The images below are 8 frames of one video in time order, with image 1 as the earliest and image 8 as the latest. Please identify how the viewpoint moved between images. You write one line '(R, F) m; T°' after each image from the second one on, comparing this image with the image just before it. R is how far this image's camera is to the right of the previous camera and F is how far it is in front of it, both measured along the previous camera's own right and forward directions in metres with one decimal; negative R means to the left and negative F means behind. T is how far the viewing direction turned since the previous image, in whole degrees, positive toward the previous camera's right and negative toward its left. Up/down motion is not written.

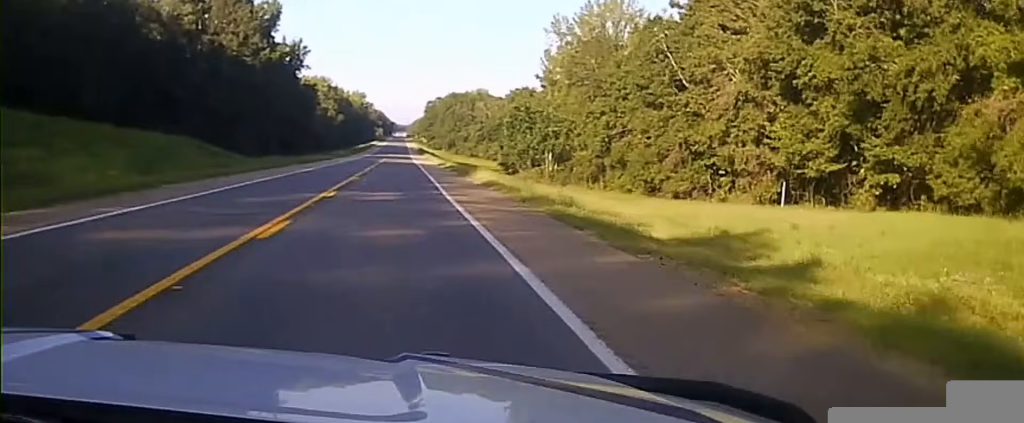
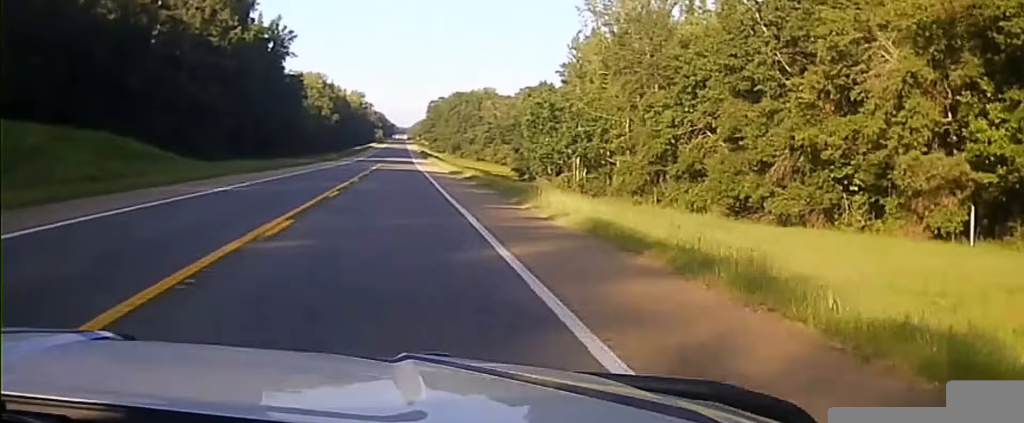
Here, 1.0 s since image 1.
(-0.2, +23.9) m; 0°
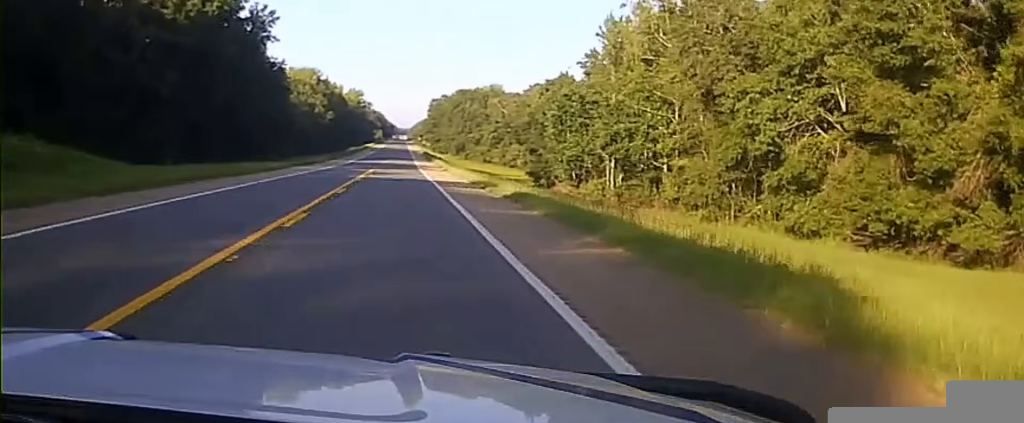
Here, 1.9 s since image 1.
(+0.1, +21.7) m; +1°
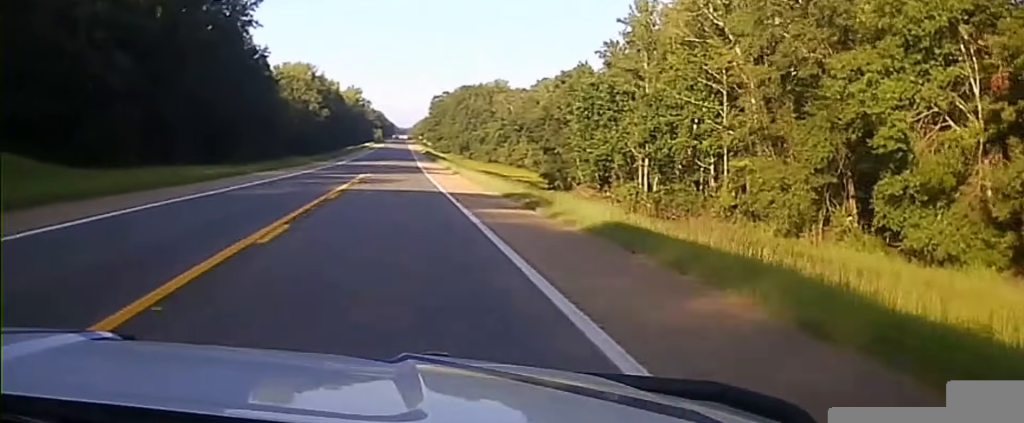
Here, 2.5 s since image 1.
(+0.1, +14.8) m; 0°
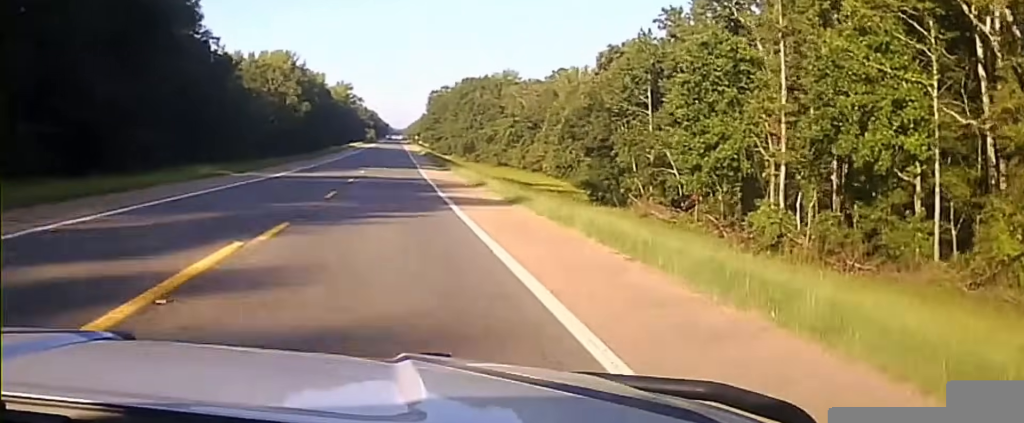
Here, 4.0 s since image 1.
(-0.1, +36.6) m; 0°
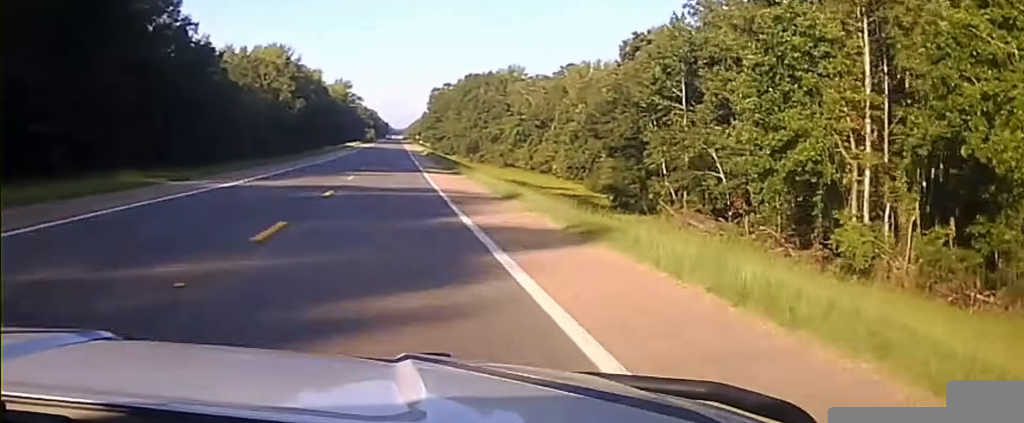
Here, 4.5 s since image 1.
(0.0, +11.7) m; 0°
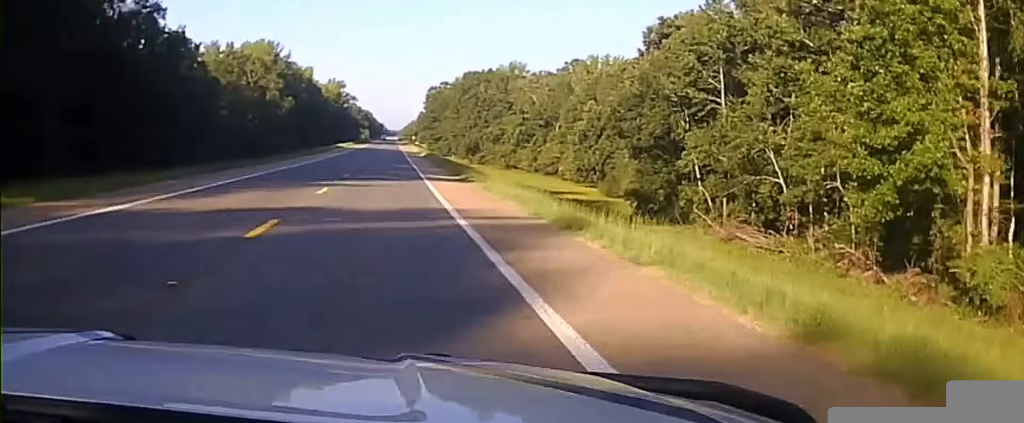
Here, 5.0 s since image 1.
(0.0, +10.8) m; 0°
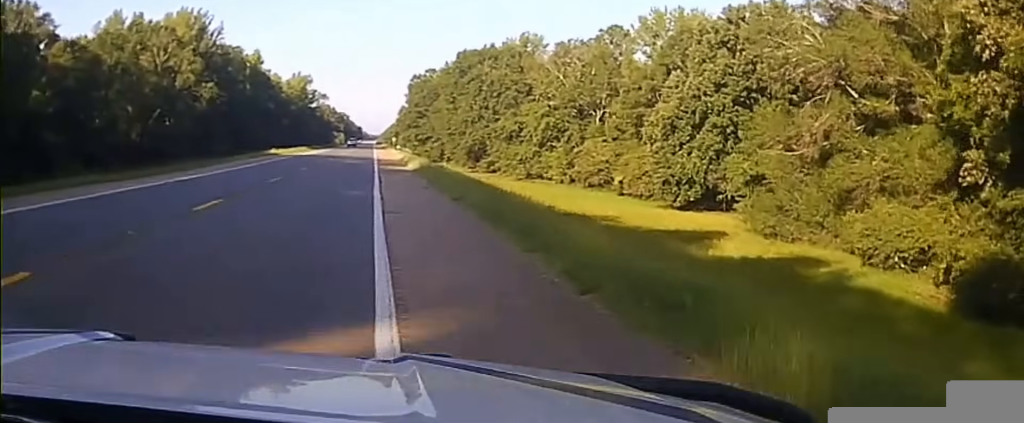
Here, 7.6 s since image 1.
(+1.7, +55.5) m; +2°
